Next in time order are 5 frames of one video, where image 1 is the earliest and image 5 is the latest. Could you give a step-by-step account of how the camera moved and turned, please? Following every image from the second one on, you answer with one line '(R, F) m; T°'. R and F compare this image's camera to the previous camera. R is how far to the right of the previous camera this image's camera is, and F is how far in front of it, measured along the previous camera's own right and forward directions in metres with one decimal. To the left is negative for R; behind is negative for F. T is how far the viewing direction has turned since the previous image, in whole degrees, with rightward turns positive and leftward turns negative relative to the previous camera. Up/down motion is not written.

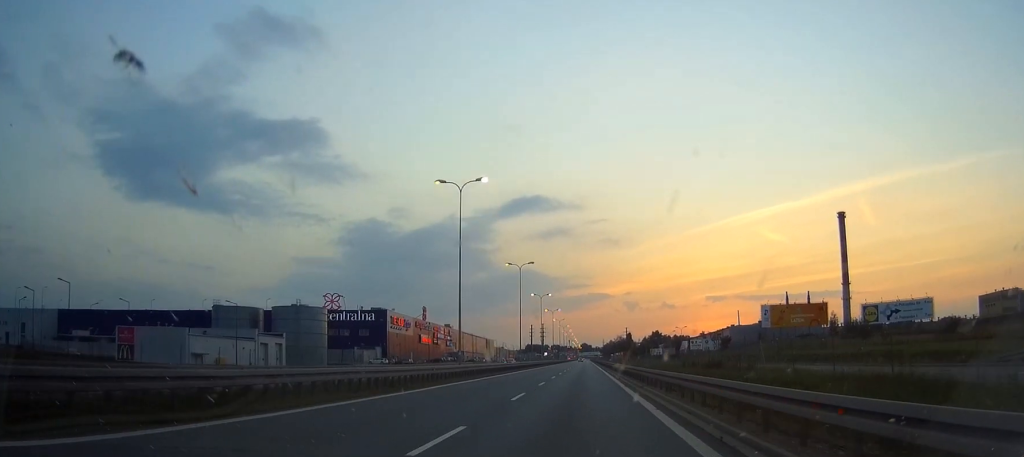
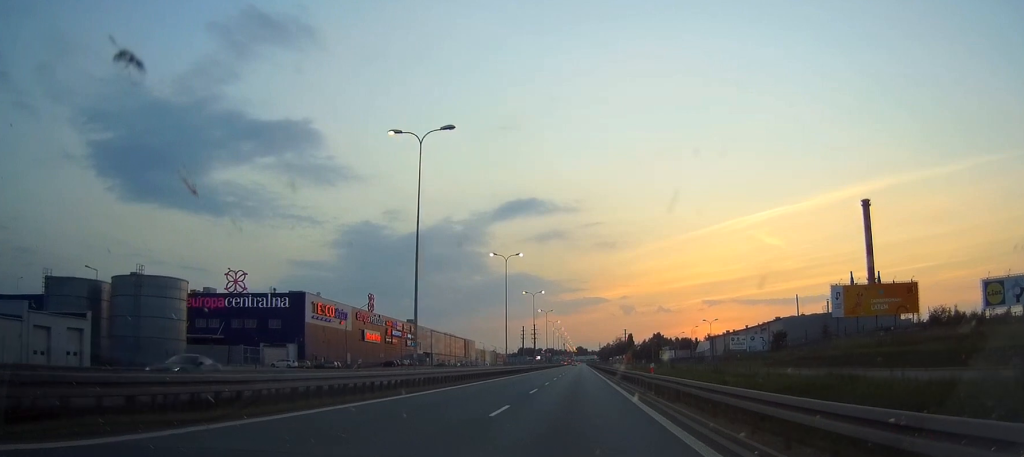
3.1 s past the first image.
(0.0, +54.0) m; 0°
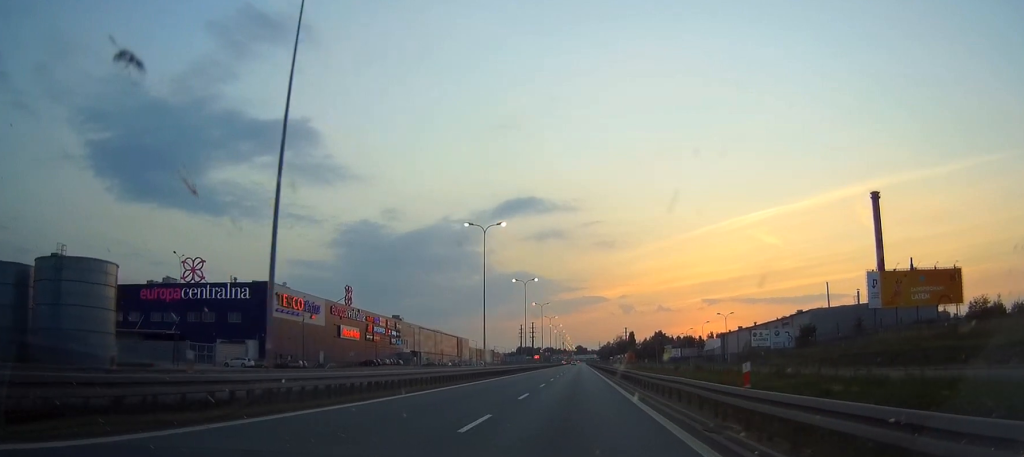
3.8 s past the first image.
(0.0, +11.5) m; 0°
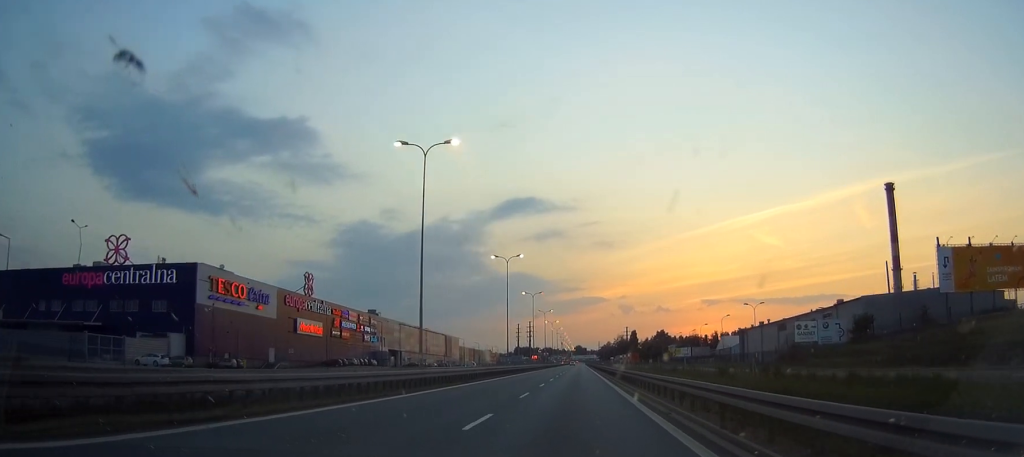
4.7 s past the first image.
(0.0, +16.0) m; 0°
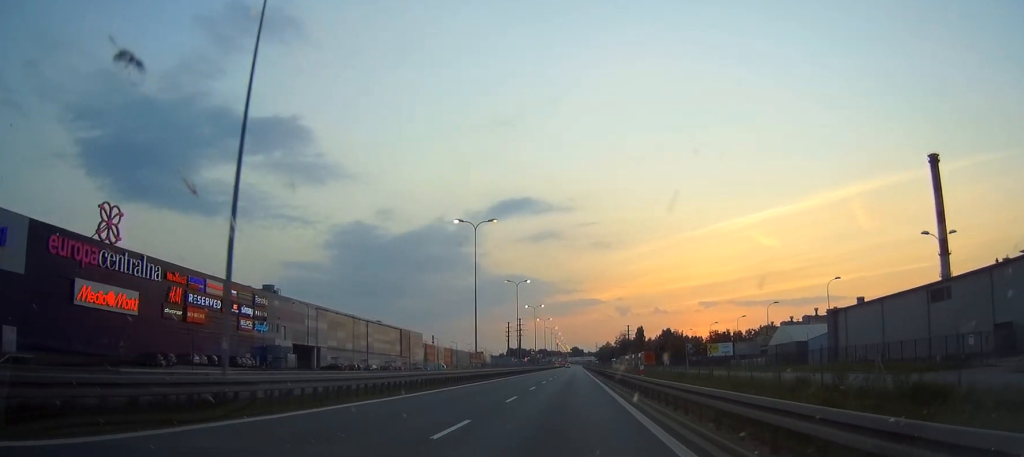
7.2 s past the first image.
(0.0, +42.3) m; 0°
